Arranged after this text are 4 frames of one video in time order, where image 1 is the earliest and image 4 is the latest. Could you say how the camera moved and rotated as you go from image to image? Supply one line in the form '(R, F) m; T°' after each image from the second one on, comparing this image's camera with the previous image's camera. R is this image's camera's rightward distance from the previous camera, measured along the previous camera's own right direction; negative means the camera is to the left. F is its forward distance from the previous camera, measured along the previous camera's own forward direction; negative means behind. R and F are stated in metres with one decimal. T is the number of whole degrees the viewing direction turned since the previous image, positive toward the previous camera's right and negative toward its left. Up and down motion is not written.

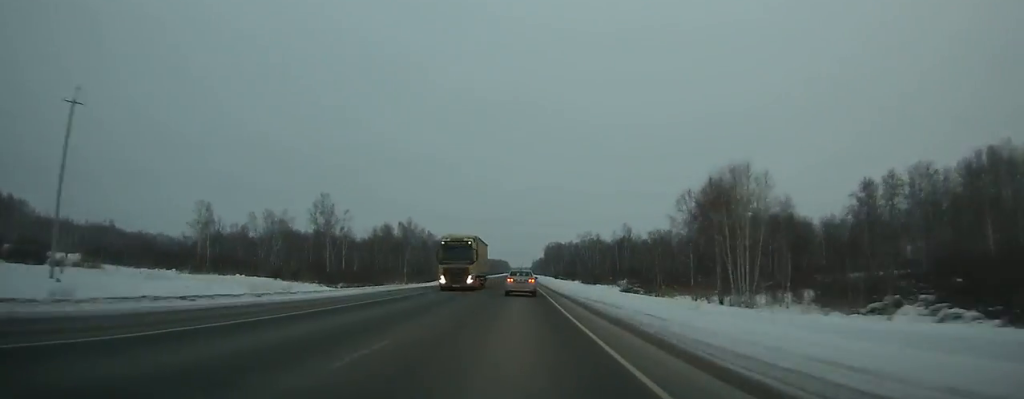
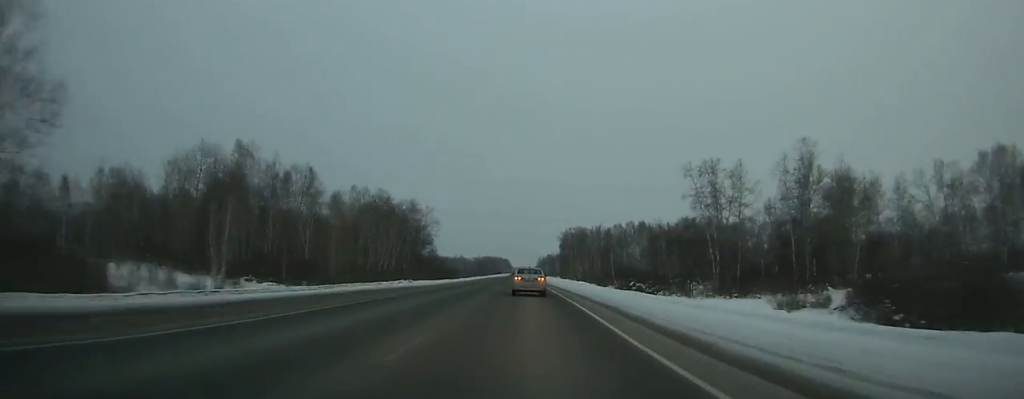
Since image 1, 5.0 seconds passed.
(+0.2, +128.8) m; 0°
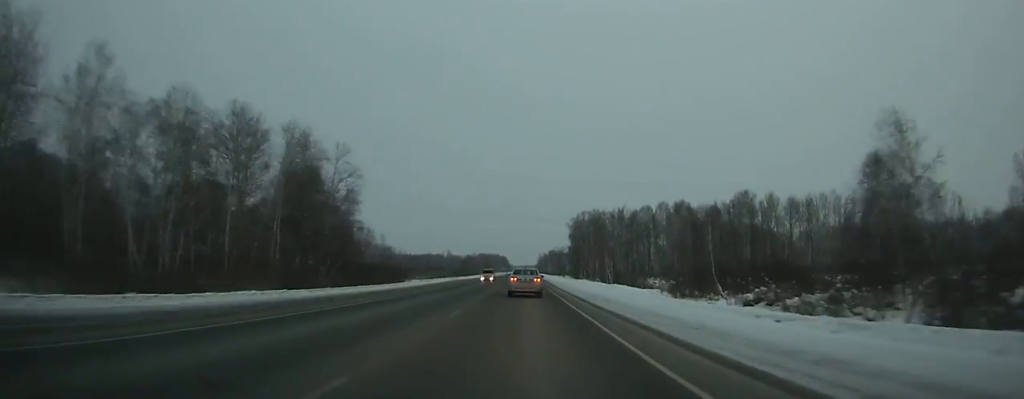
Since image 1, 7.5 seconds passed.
(+0.1, +63.1) m; 0°
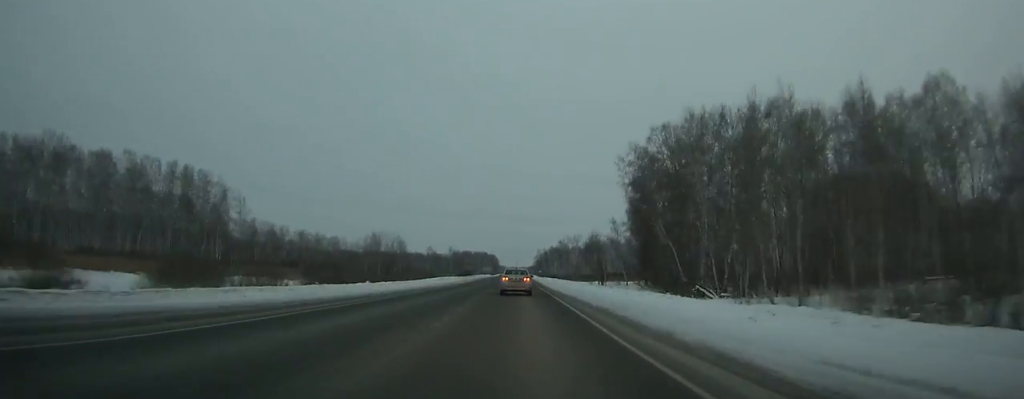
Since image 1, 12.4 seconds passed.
(+0.2, +120.5) m; 0°
